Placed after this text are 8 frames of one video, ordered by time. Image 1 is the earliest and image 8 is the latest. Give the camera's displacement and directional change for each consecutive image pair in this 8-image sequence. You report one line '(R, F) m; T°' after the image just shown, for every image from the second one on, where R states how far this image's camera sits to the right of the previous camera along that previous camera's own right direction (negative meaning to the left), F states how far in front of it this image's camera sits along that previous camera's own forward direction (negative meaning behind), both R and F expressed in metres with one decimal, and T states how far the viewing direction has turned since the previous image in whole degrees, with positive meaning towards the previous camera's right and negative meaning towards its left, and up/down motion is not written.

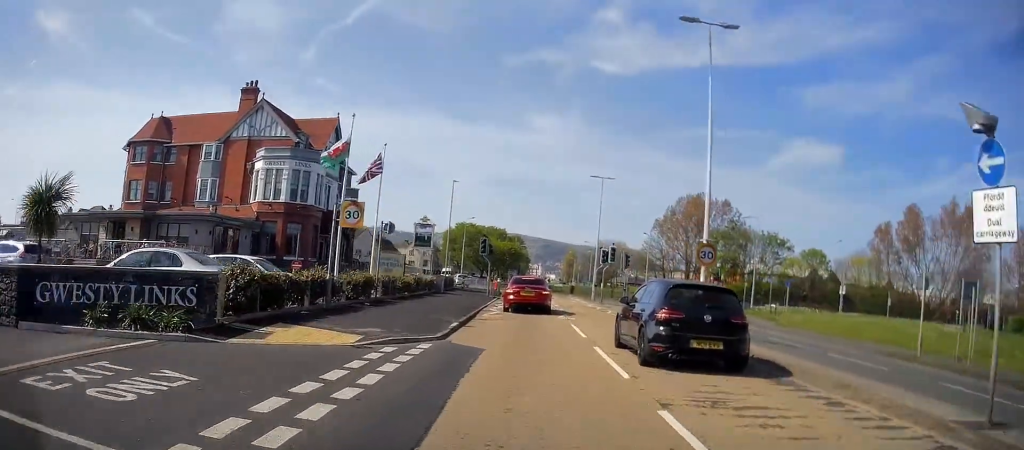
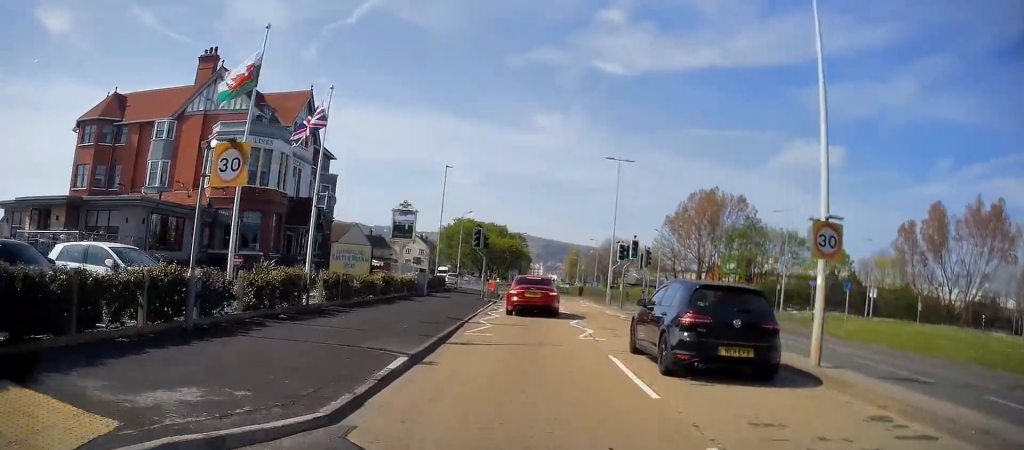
(0.0, +7.1) m; 0°
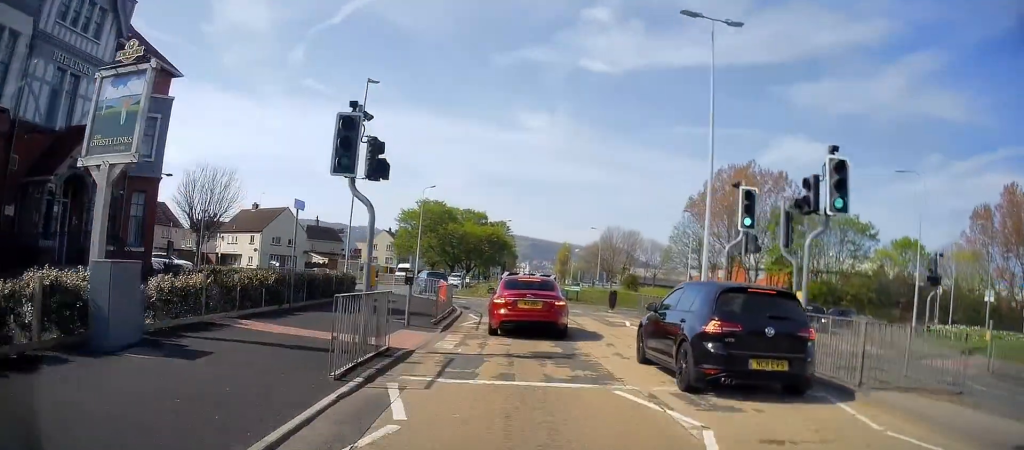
(-0.1, +22.3) m; 0°
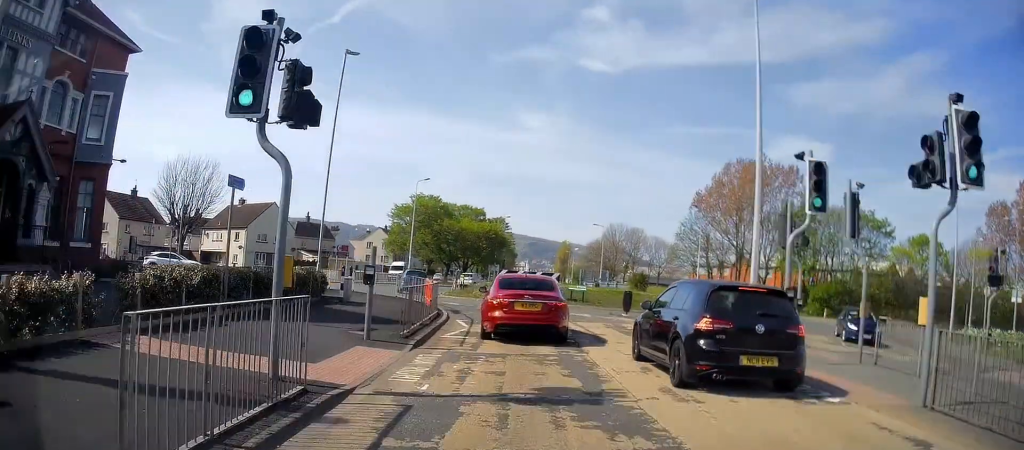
(0.0, +3.6) m; 0°
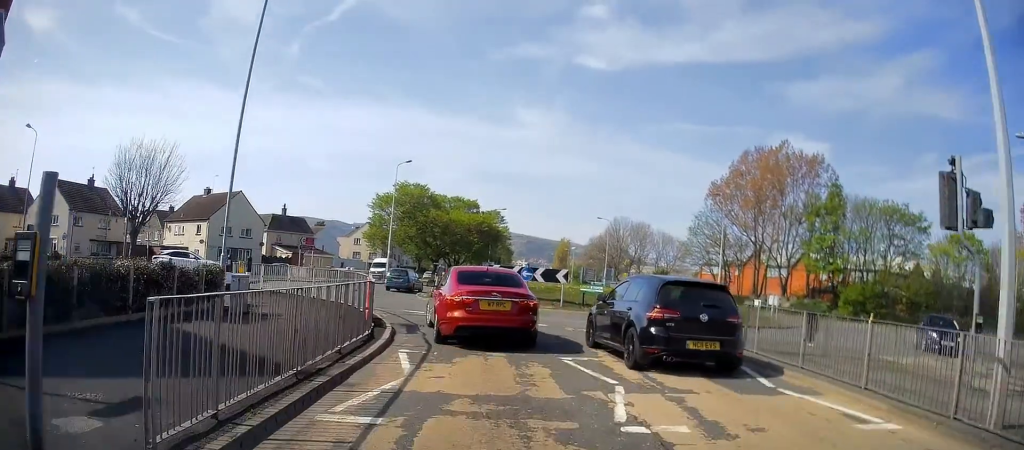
(+0.1, +7.7) m; 0°
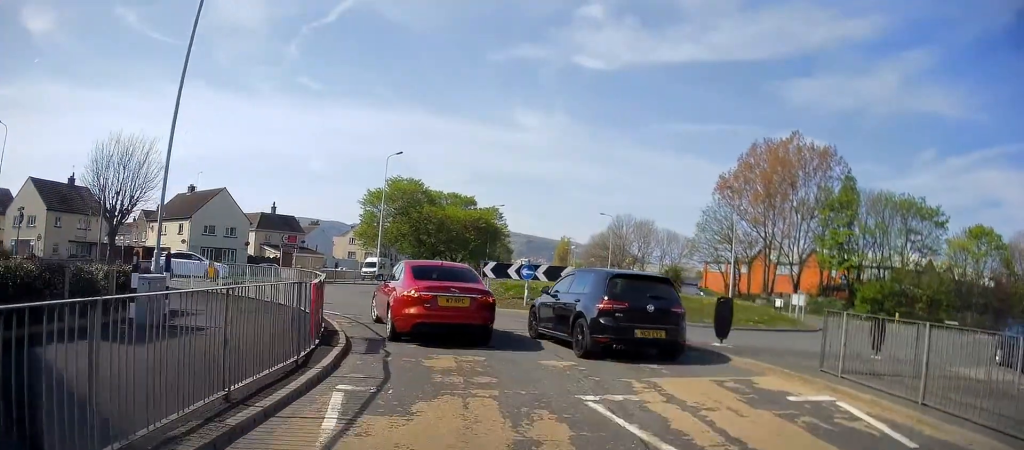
(0.0, +3.3) m; -1°
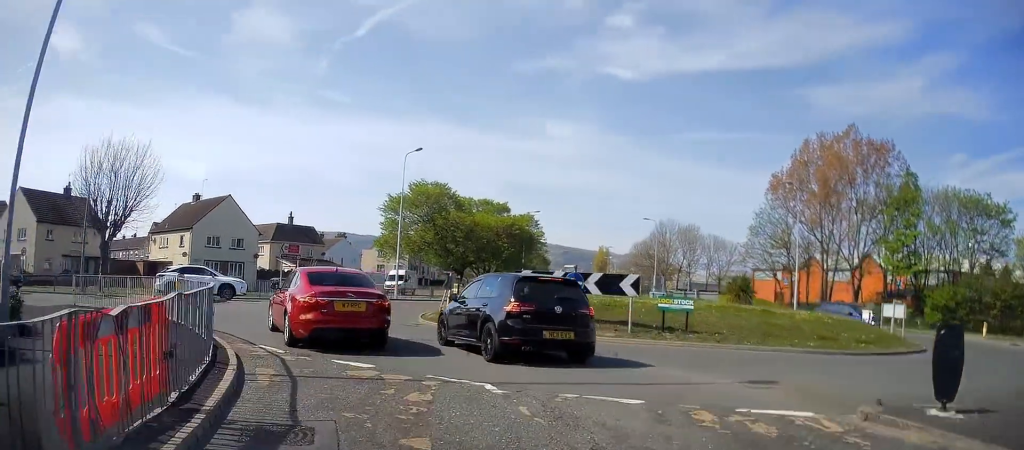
(0.0, +5.8) m; -9°
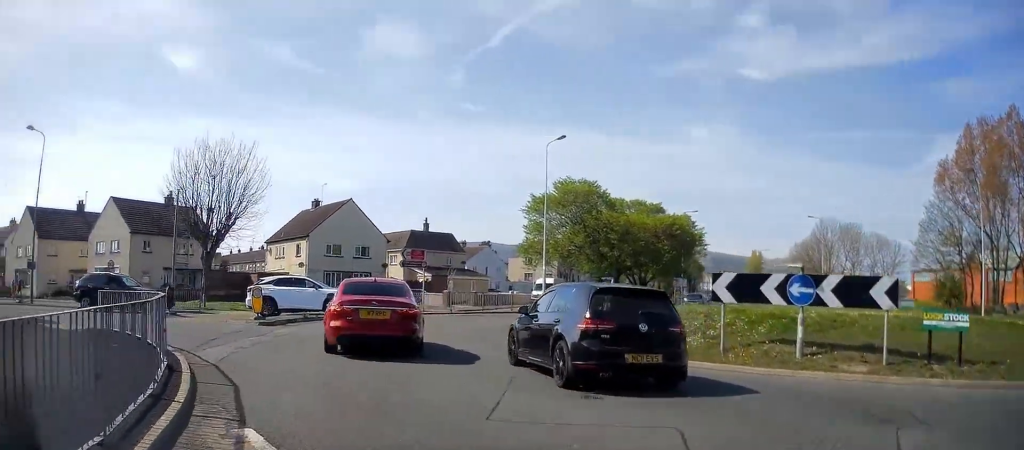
(-0.6, +5.7) m; -16°
